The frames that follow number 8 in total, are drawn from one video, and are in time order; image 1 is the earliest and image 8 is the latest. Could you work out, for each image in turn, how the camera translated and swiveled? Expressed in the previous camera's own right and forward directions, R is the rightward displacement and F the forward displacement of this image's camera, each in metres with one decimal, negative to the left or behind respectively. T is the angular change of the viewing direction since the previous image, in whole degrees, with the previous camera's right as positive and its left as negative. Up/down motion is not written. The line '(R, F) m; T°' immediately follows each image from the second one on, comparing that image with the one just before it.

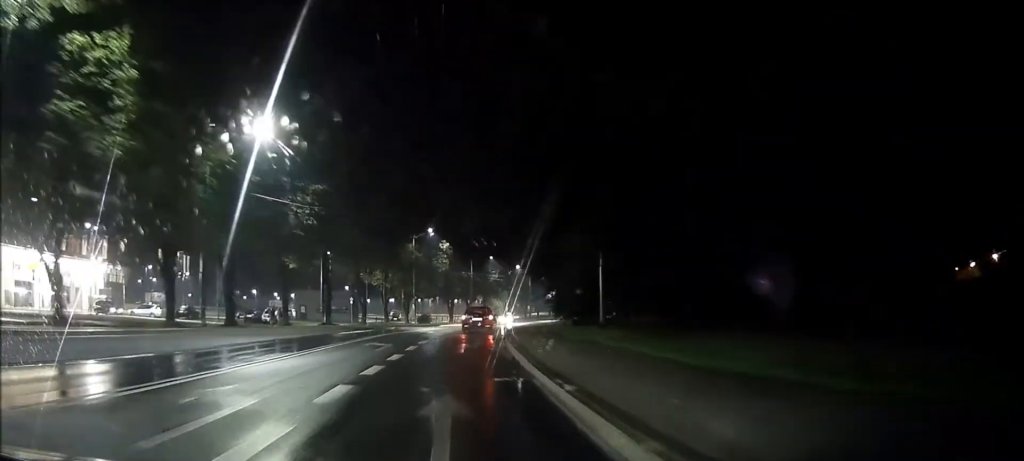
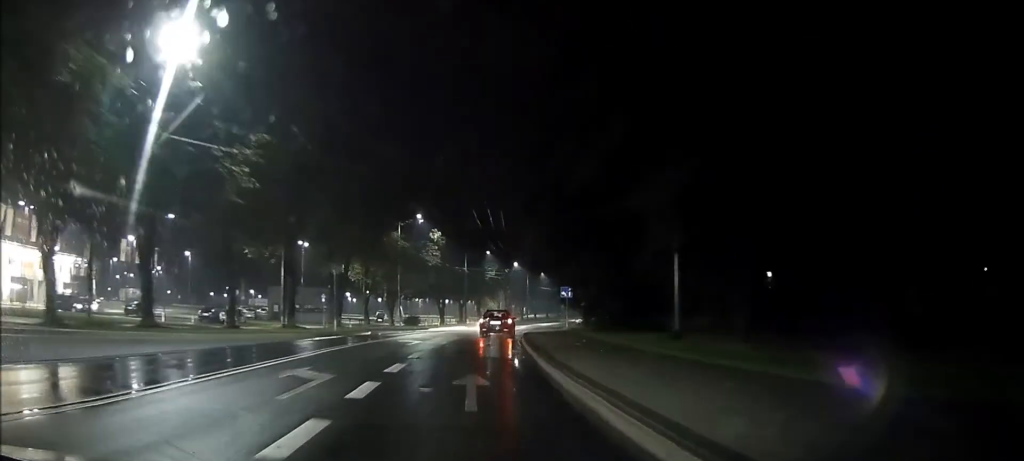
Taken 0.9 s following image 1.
(+0.1, +11.5) m; +2°
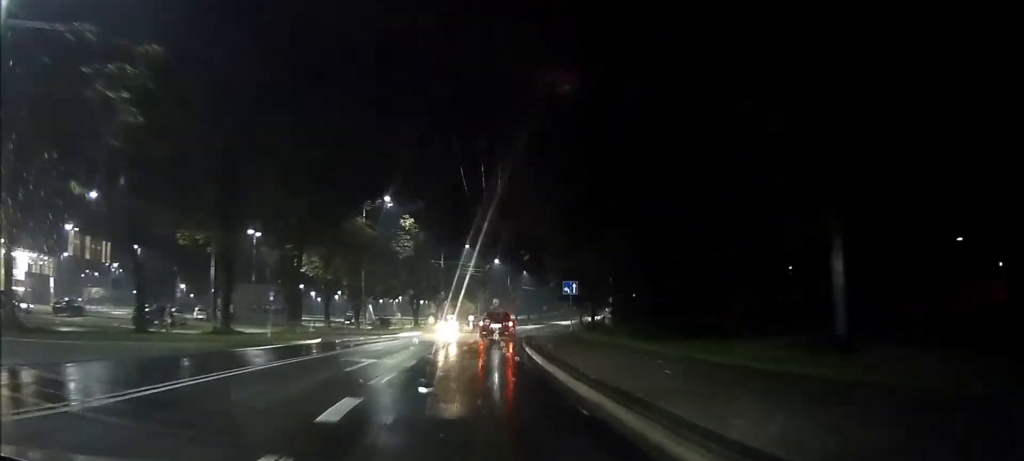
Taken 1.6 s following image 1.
(+0.3, +10.2) m; +3°
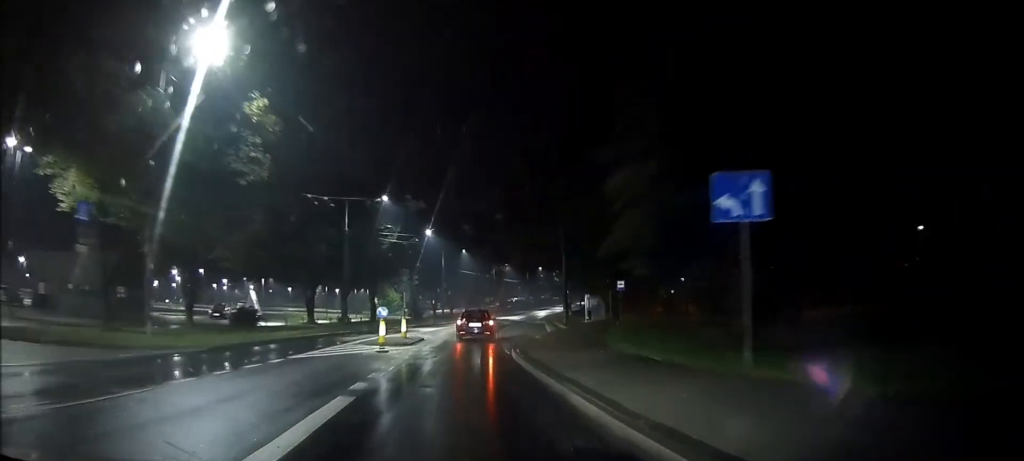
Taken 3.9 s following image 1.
(+1.4, +29.5) m; +4°
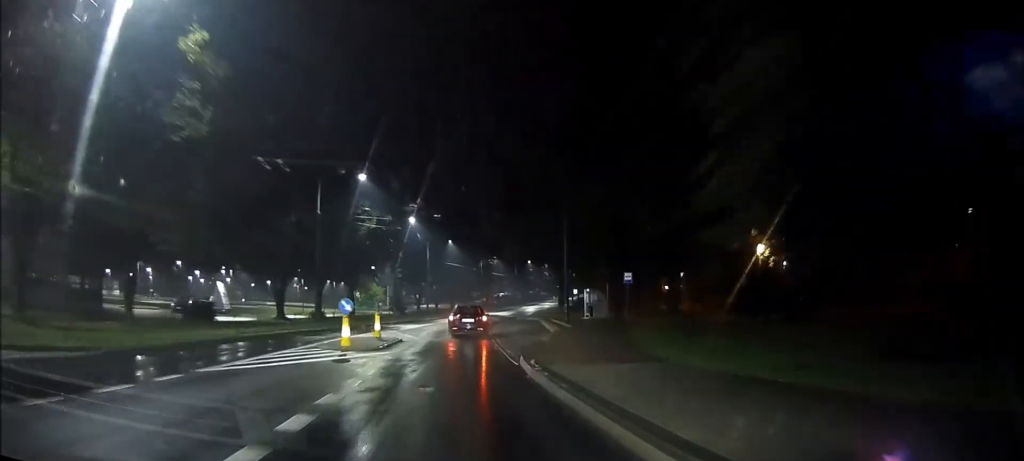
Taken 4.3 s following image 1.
(0.0, +6.1) m; +1°
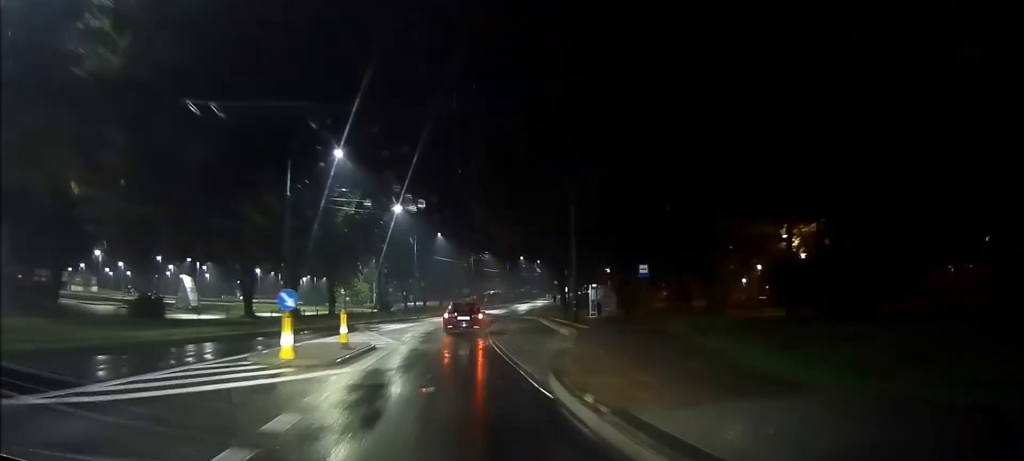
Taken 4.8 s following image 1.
(+0.1, +6.1) m; +1°
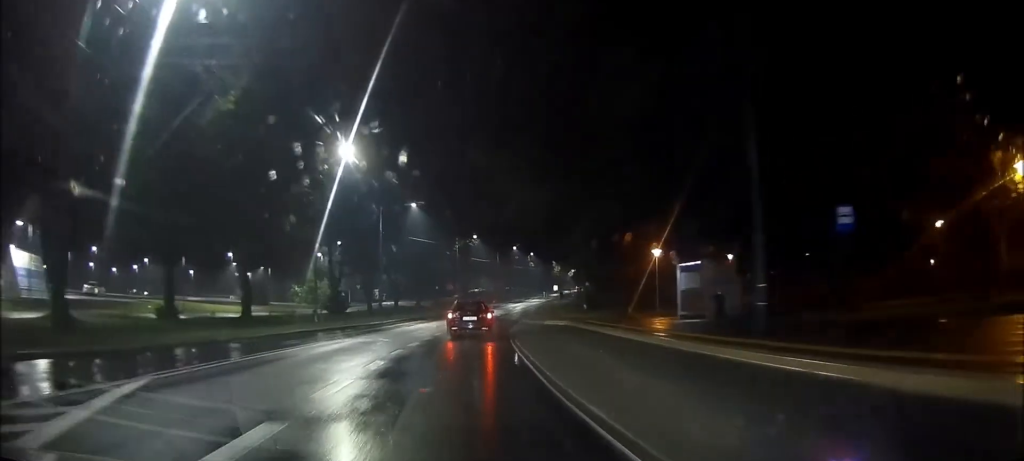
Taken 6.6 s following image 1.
(+0.8, +22.7) m; +5°
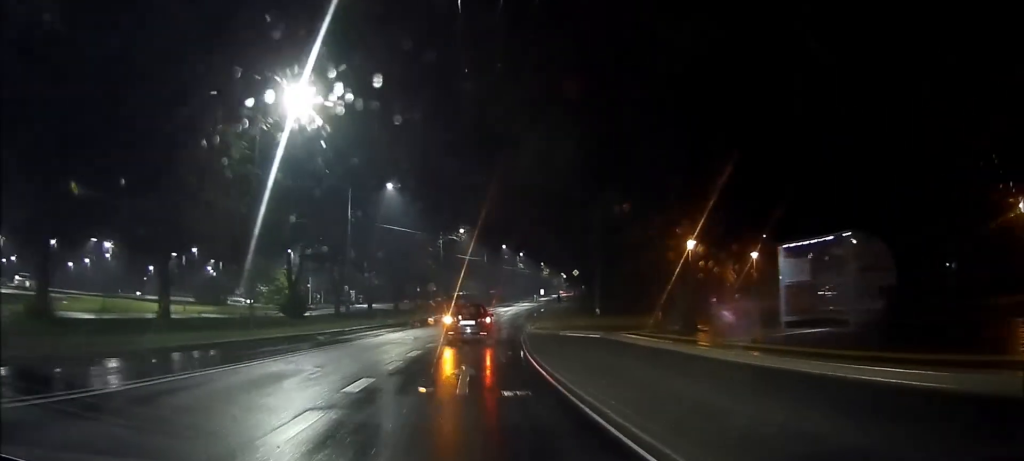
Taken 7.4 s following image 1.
(+0.3, +10.5) m; +3°
